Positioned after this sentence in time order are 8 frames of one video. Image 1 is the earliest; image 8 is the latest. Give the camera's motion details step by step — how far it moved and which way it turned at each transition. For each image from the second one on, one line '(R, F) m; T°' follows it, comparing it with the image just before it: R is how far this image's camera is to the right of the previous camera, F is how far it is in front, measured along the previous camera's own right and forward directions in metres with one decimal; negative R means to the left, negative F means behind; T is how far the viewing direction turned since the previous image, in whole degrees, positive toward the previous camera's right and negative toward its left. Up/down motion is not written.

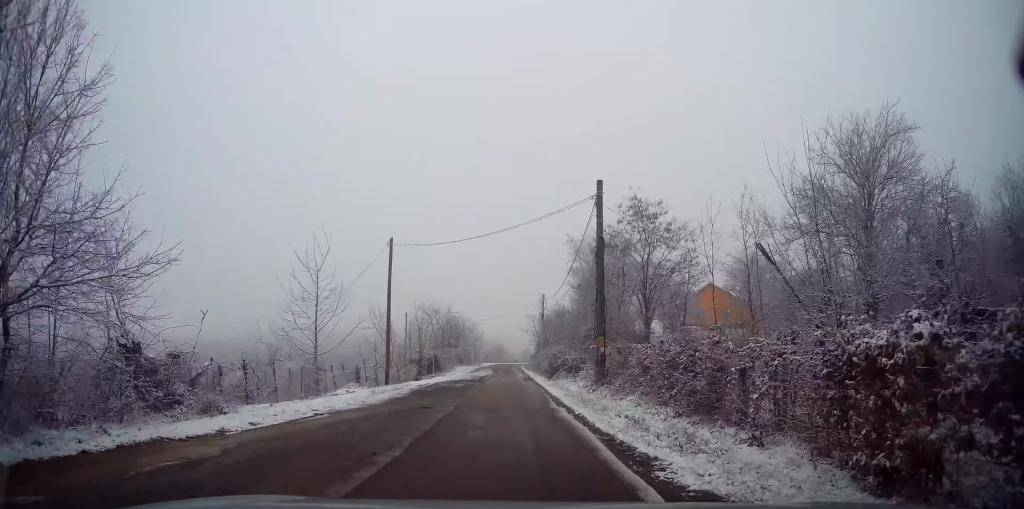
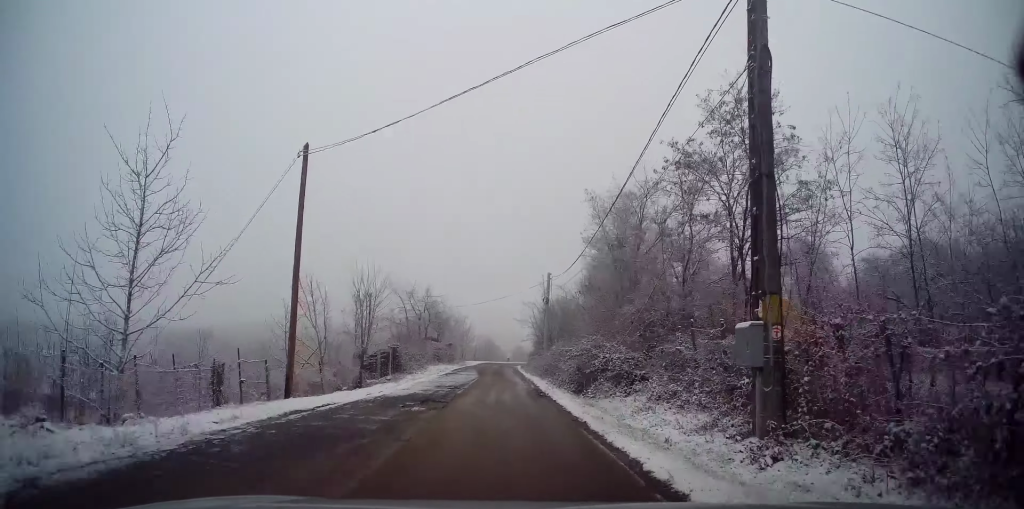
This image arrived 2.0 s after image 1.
(-0.6, +14.2) m; -1°
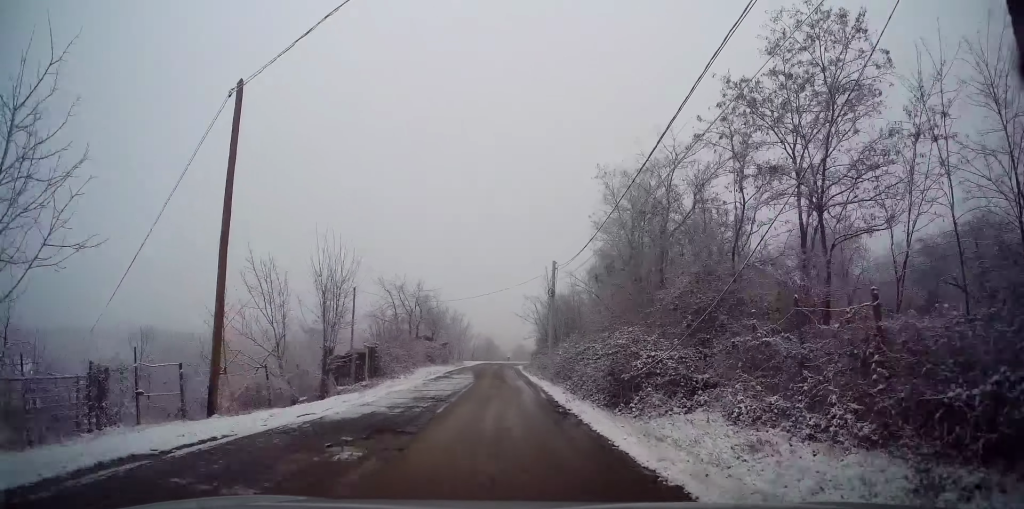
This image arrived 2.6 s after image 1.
(+0.2, +5.1) m; +2°
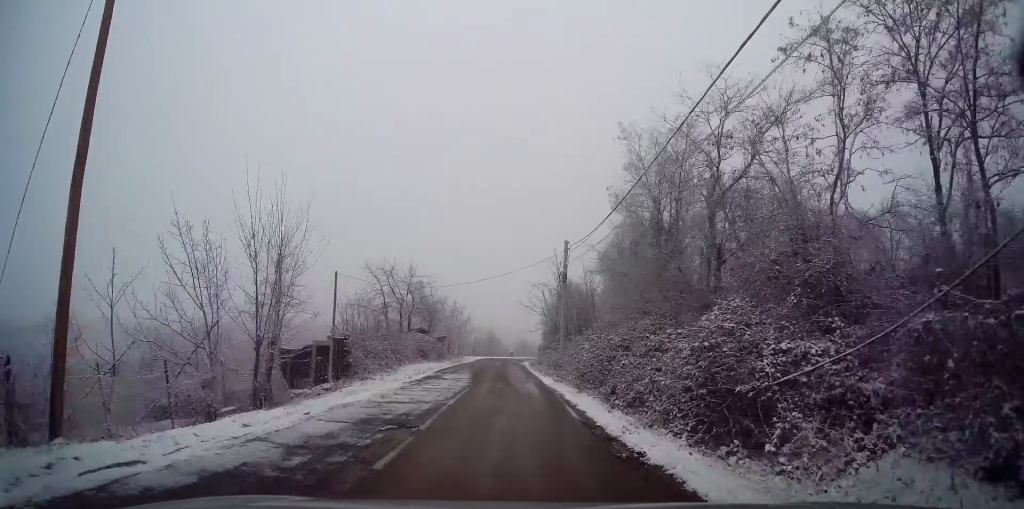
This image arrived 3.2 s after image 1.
(+0.1, +5.6) m; +2°
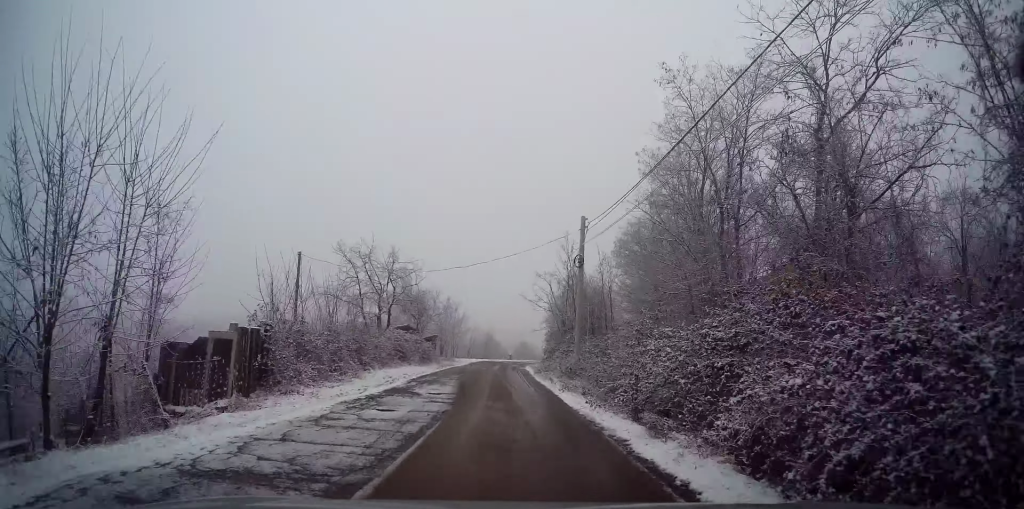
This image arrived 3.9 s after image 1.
(+0.1, +7.4) m; -1°
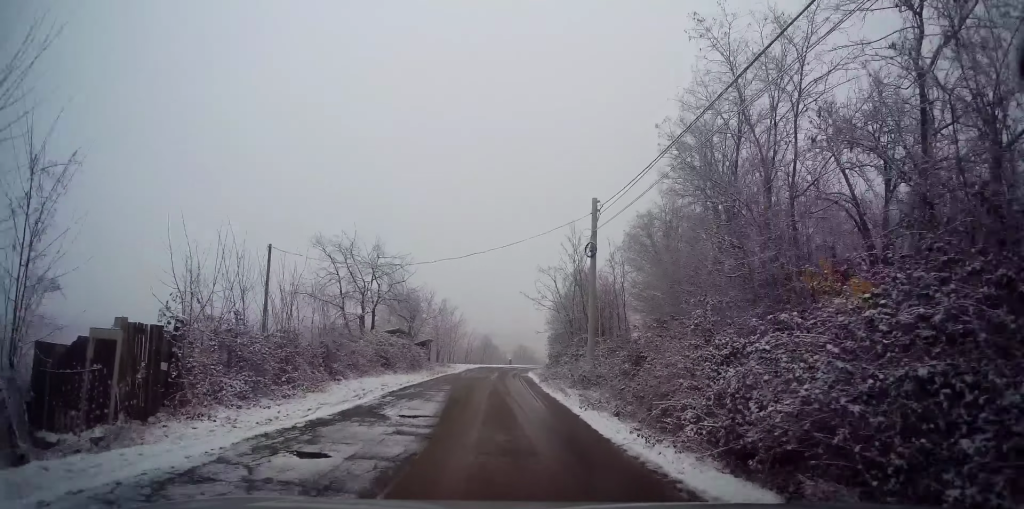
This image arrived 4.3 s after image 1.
(0.0, +4.2) m; -1°
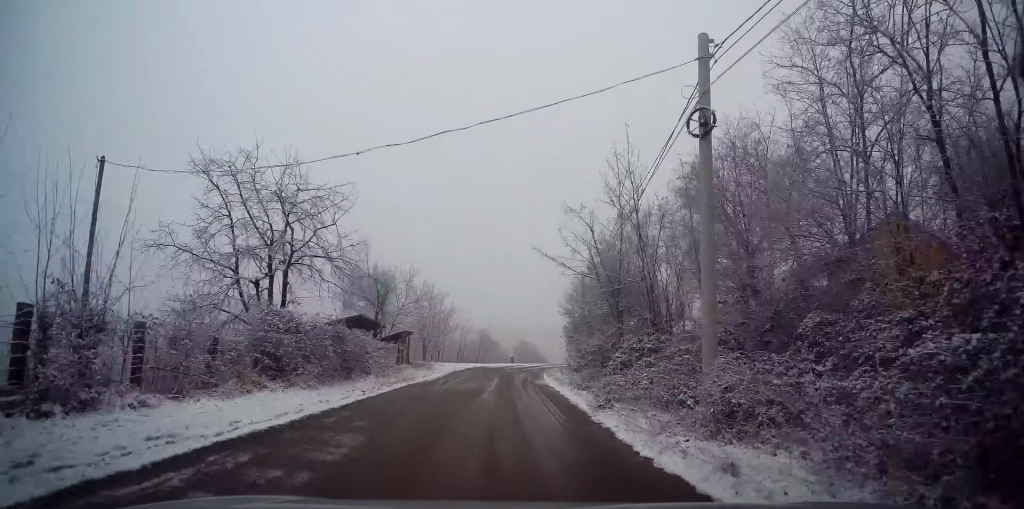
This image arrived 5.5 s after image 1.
(-0.3, +13.5) m; -1°
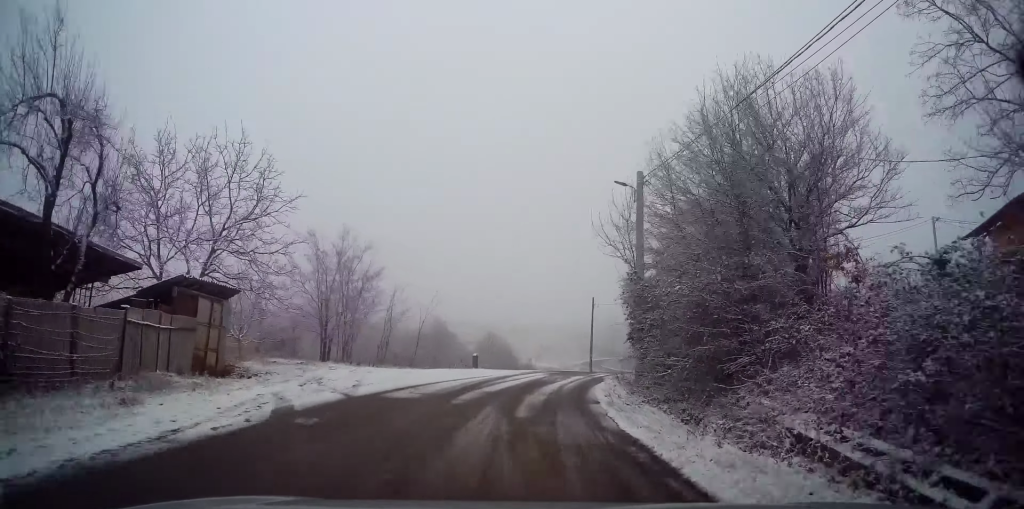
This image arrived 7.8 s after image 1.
(+1.2, +26.5) m; +5°
